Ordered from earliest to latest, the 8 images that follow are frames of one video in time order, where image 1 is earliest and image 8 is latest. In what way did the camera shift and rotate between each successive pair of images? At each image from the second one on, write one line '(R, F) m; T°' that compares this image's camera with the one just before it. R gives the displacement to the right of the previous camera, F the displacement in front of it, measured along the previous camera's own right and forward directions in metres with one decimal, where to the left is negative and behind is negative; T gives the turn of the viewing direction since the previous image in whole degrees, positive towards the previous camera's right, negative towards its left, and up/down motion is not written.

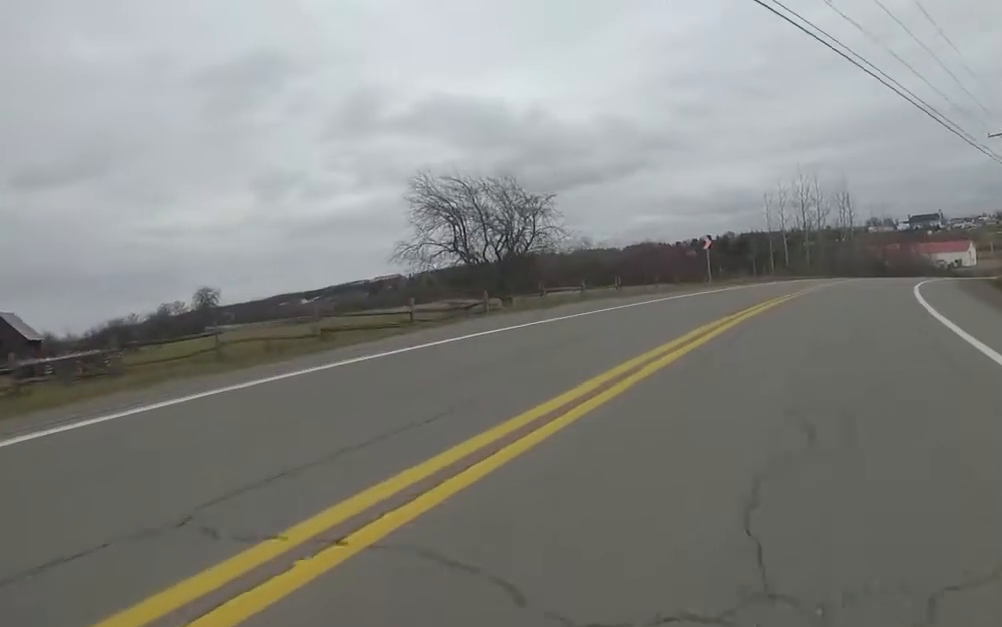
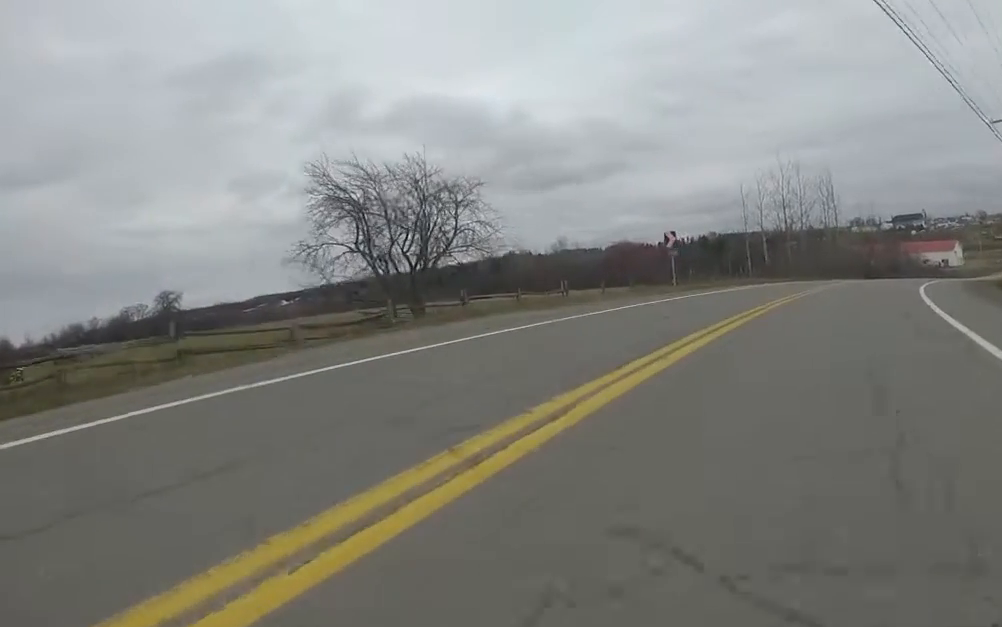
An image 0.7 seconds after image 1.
(+0.3, +5.0) m; +3°
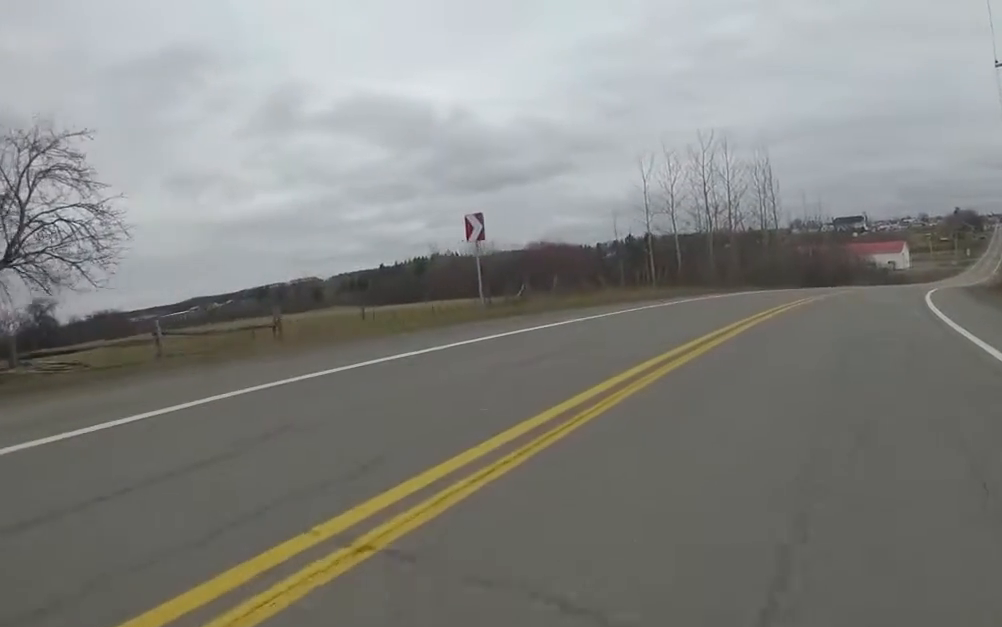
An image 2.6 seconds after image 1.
(0.0, +13.2) m; 0°
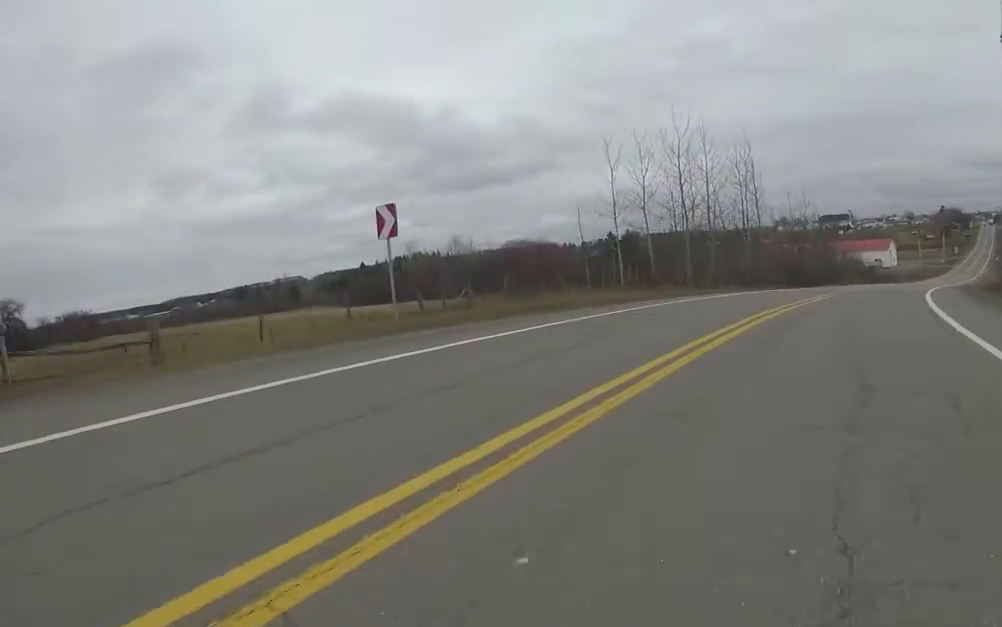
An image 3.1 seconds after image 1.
(0.0, +3.1) m; 0°
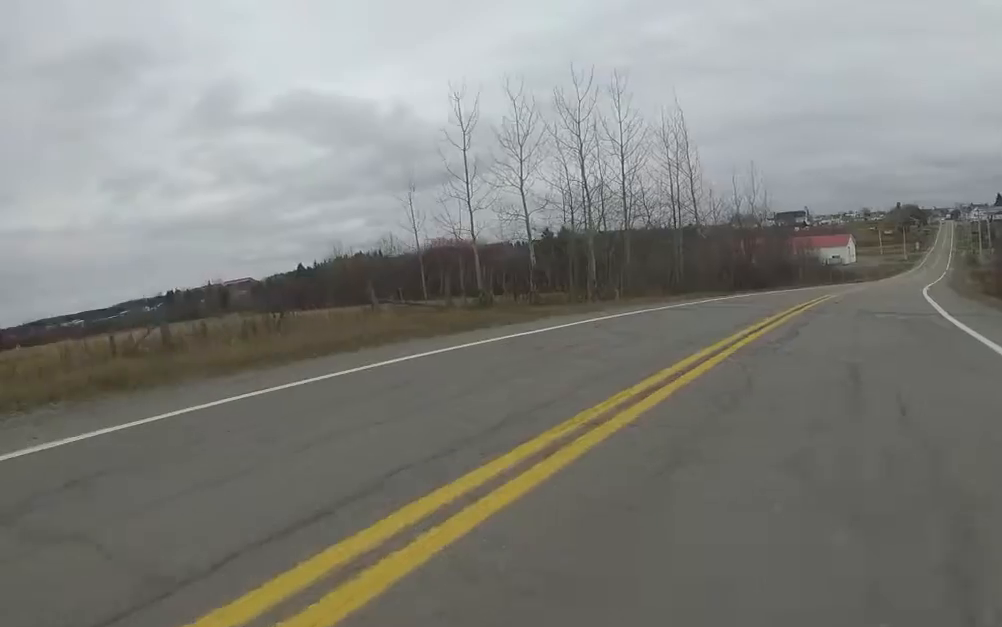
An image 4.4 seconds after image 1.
(+0.4, +9.7) m; +11°
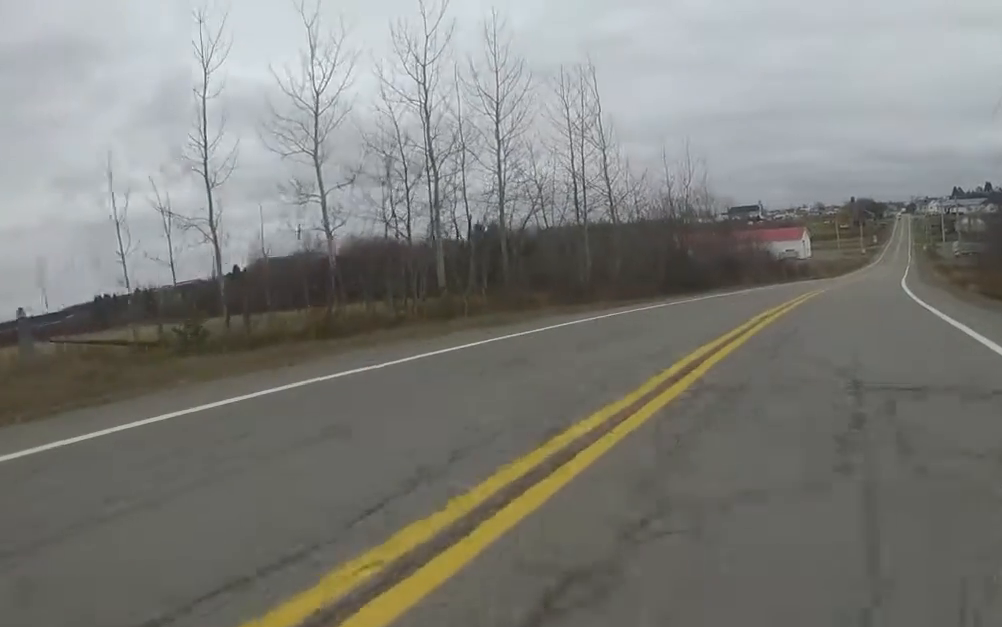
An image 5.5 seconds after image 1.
(+1.1, +8.7) m; +5°
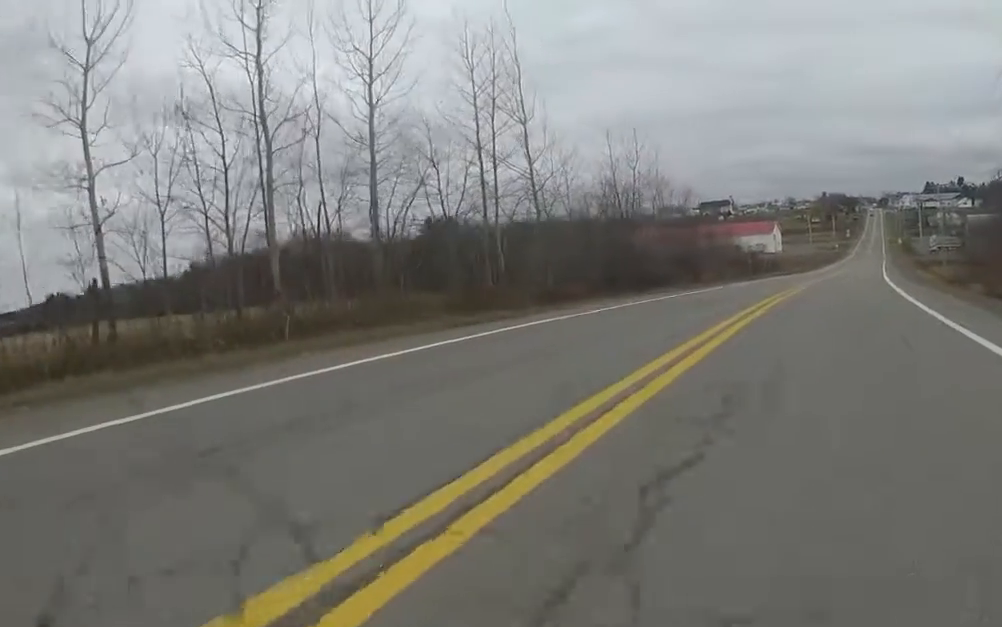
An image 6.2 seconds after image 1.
(+0.2, +5.7) m; -5°
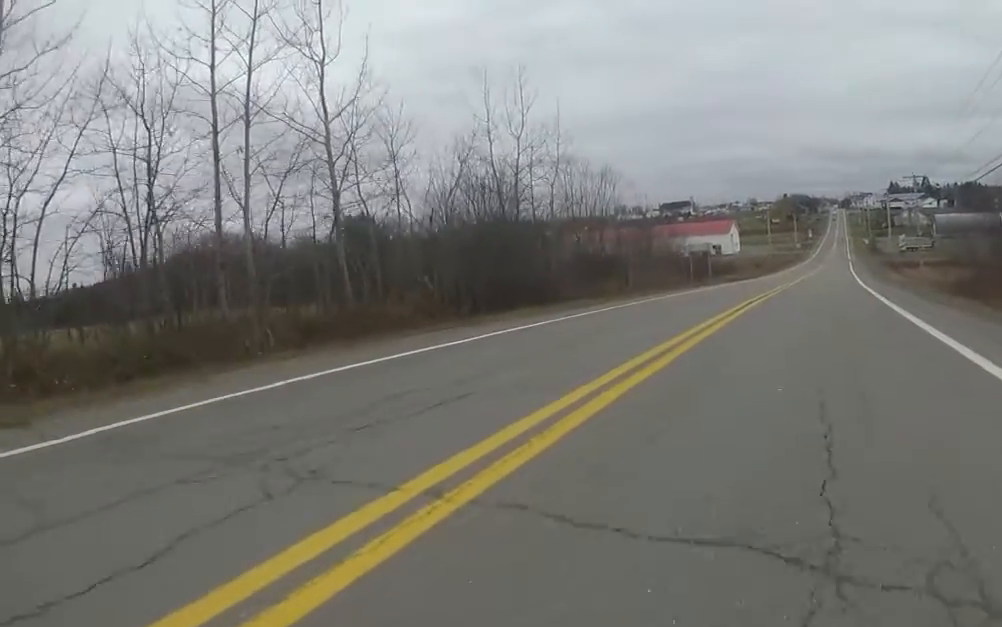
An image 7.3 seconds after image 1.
(-1.0, +9.4) m; 0°
